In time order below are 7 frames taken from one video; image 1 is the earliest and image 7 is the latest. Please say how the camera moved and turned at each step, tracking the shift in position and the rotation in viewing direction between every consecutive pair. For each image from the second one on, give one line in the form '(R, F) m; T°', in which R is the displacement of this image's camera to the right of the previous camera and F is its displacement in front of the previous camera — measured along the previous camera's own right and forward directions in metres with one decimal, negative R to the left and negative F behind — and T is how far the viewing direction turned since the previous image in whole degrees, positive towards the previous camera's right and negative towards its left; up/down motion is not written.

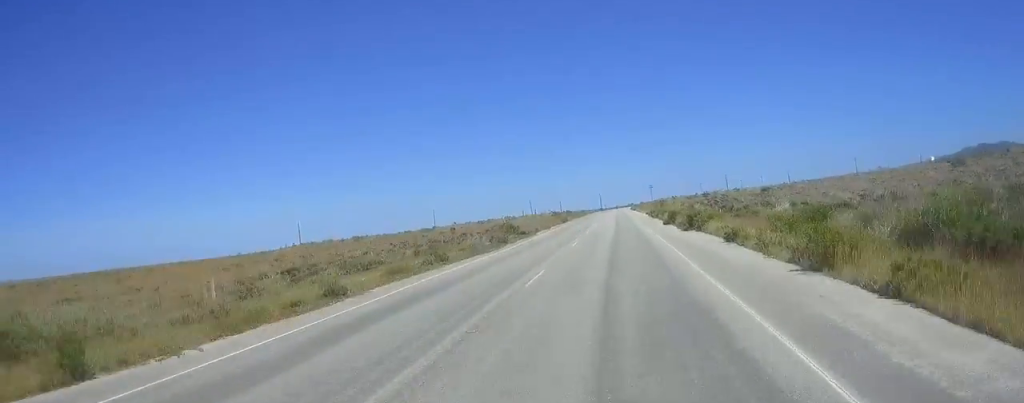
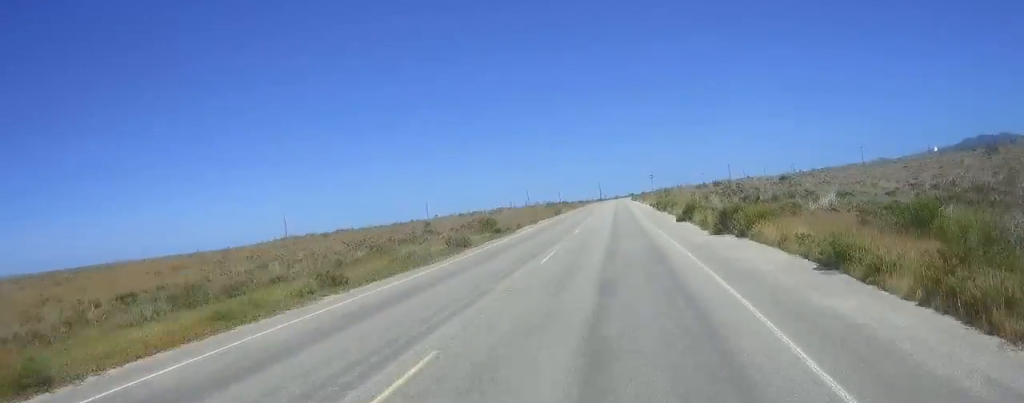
(+0.1, +11.0) m; +1°
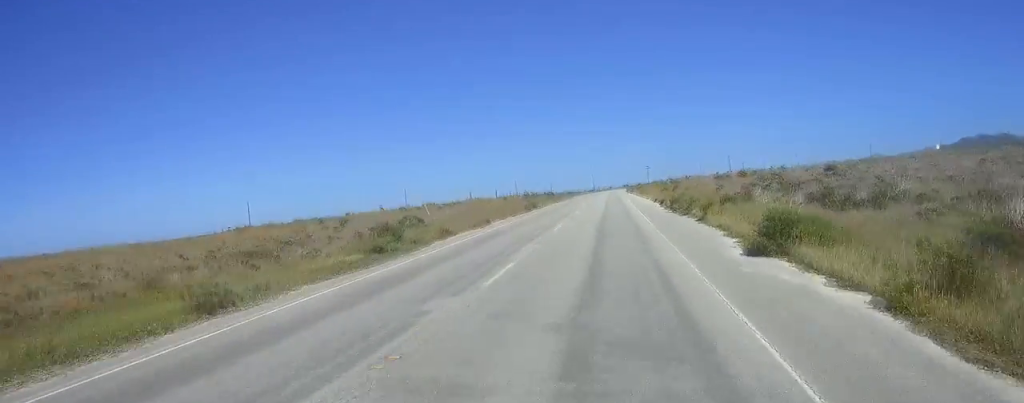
(+0.3, +20.9) m; 0°
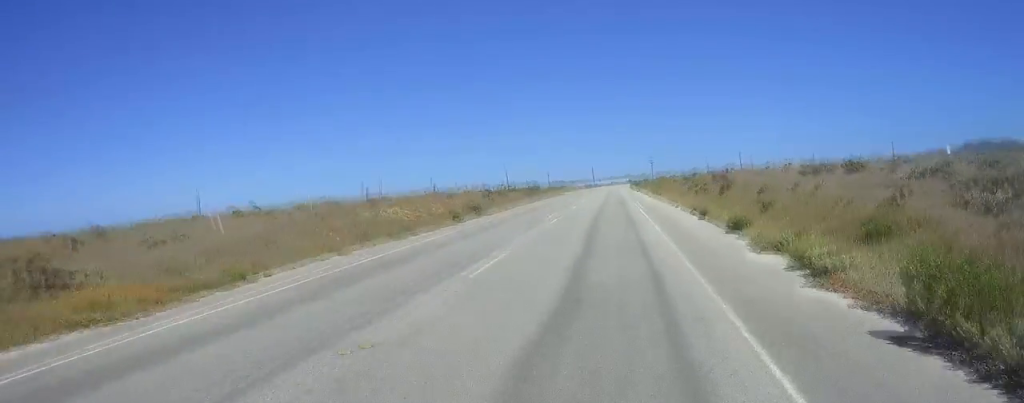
(-0.3, +29.4) m; -1°
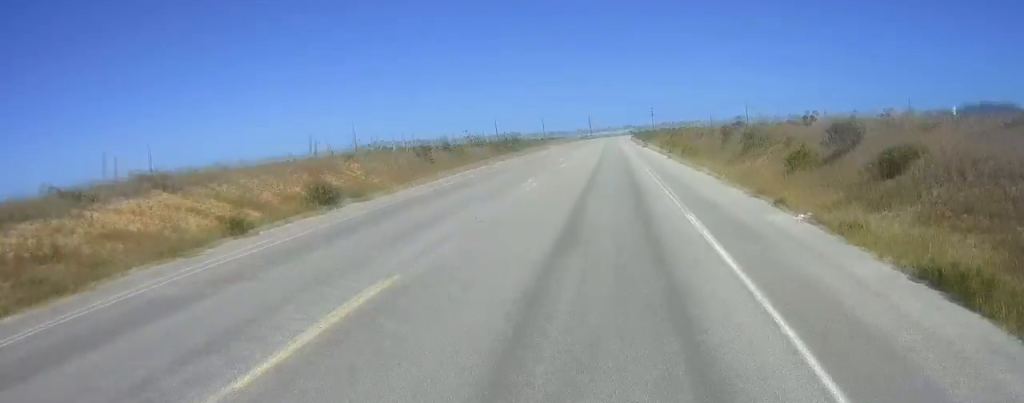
(-0.1, +22.4) m; -1°
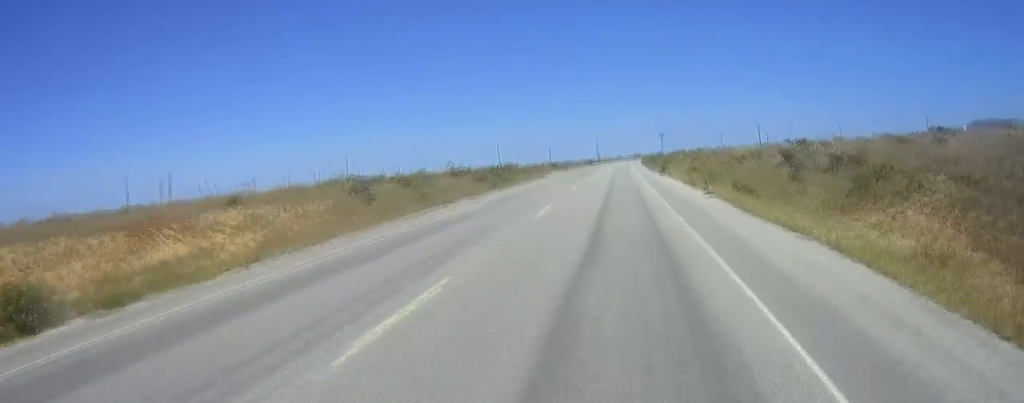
(-0.2, +12.8) m; -1°
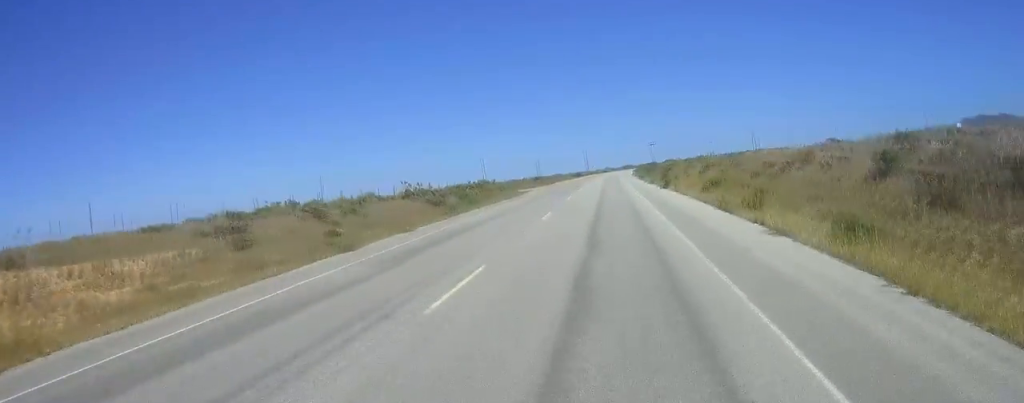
(-0.1, +11.2) m; 0°
